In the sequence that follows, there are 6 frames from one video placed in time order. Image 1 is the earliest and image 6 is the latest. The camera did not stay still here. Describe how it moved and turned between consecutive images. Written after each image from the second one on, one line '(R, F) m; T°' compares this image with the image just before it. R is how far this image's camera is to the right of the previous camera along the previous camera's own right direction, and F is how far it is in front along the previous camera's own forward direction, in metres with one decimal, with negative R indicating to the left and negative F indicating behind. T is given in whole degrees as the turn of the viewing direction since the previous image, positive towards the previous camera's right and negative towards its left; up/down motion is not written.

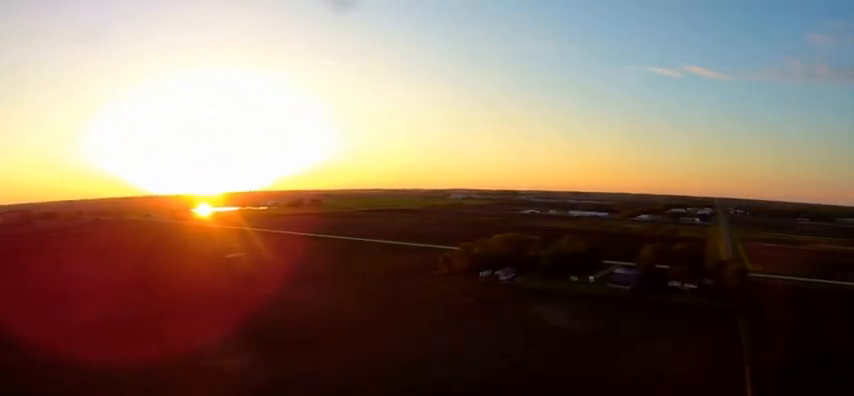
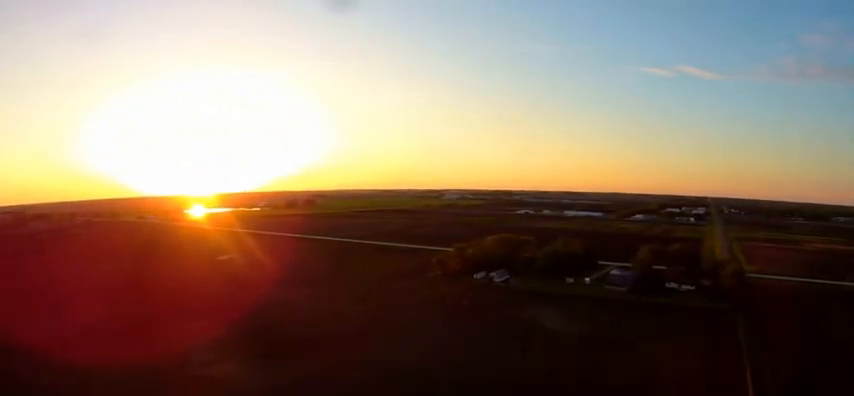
(0.0, +4.8) m; 0°
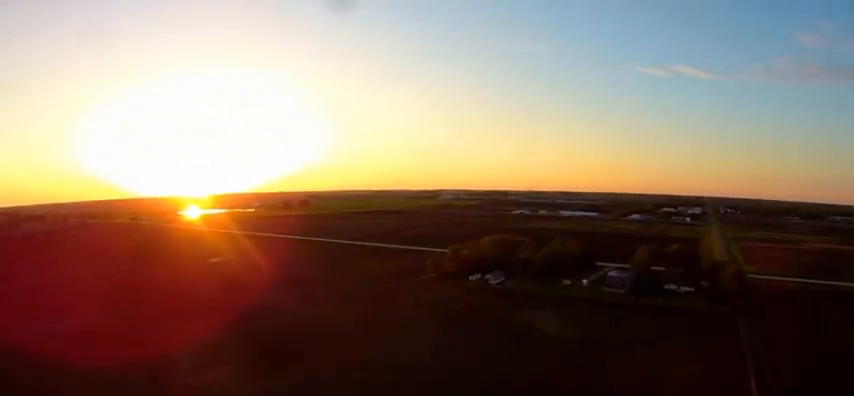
(0.0, +5.2) m; 0°
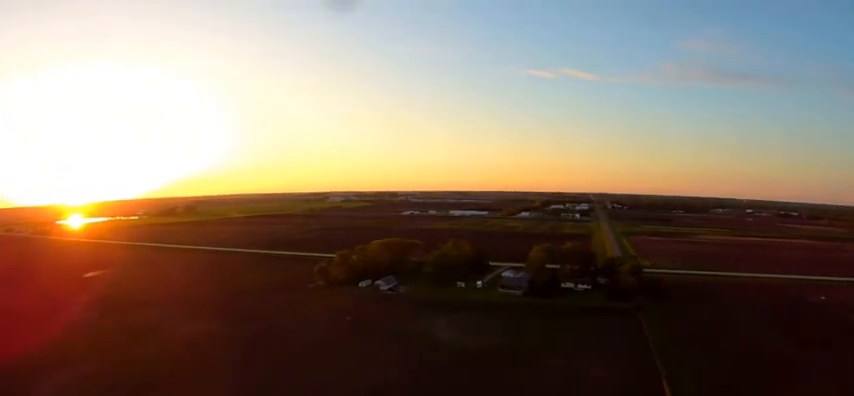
(+0.4, +12.7) m; +9°
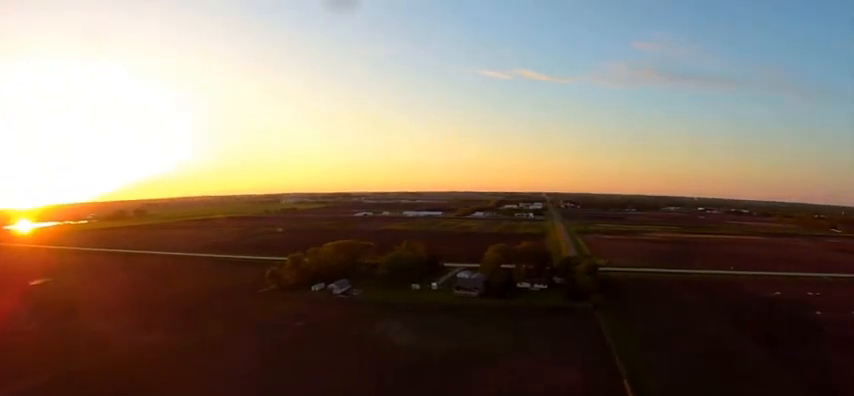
(+0.1, +4.0) m; +7°
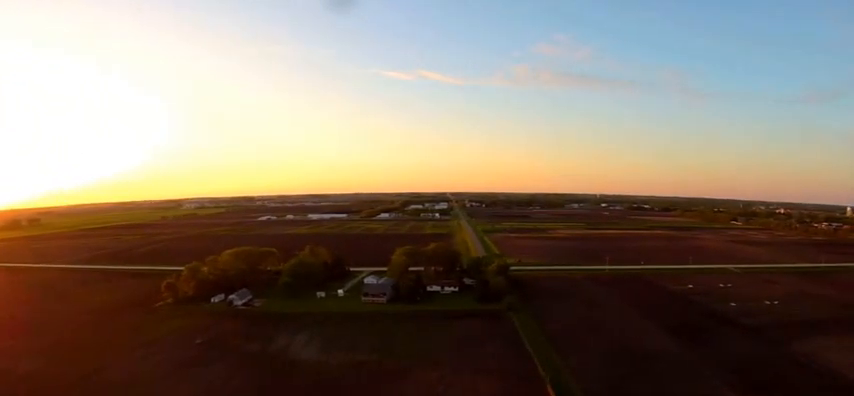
(+1.0, +9.3) m; +9°
